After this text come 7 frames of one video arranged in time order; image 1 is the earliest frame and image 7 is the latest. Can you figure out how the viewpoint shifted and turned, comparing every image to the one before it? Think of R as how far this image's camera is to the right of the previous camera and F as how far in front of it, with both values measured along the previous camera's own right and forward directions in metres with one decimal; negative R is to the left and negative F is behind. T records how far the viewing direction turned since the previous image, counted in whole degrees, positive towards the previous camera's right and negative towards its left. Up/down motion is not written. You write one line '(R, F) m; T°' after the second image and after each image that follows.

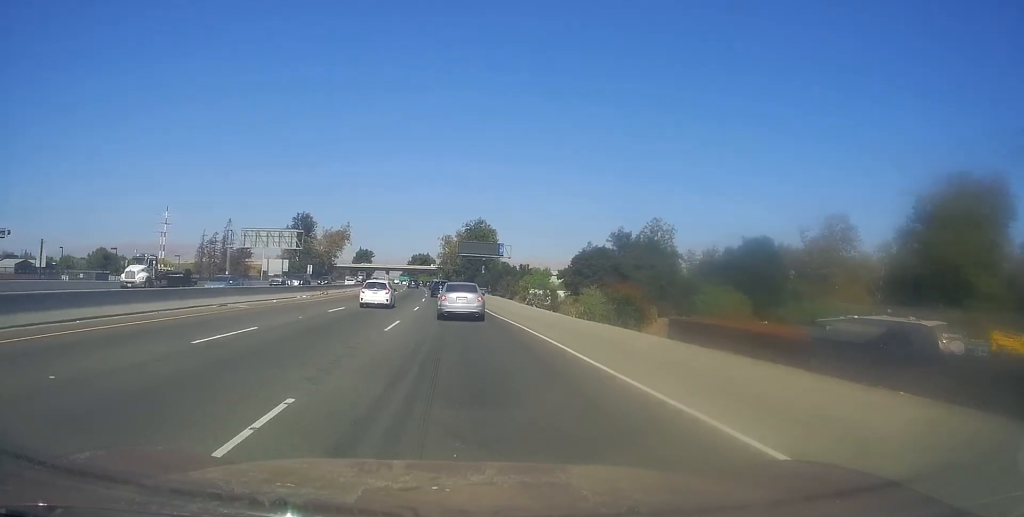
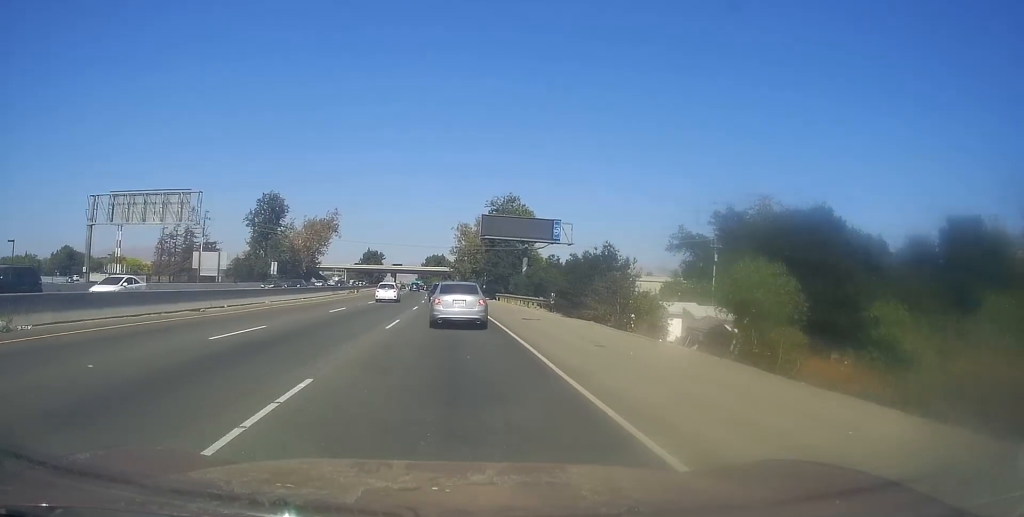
(-1.2, +43.2) m; -3°
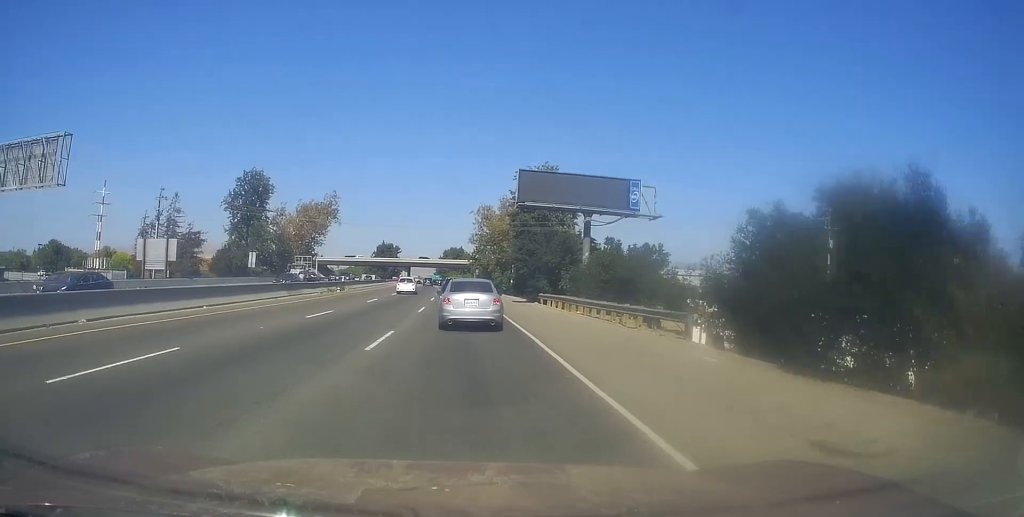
(0.0, +22.0) m; 0°
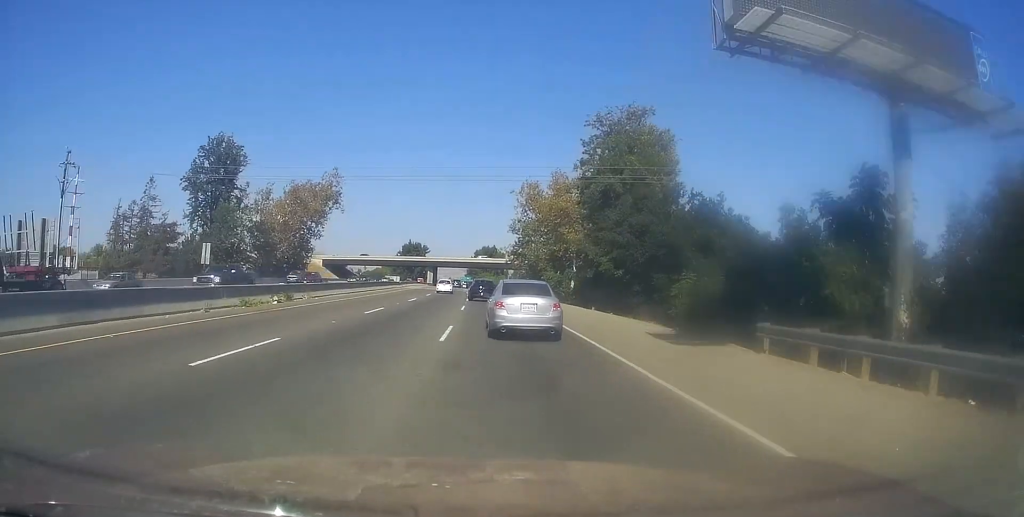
(-0.1, +27.4) m; -1°
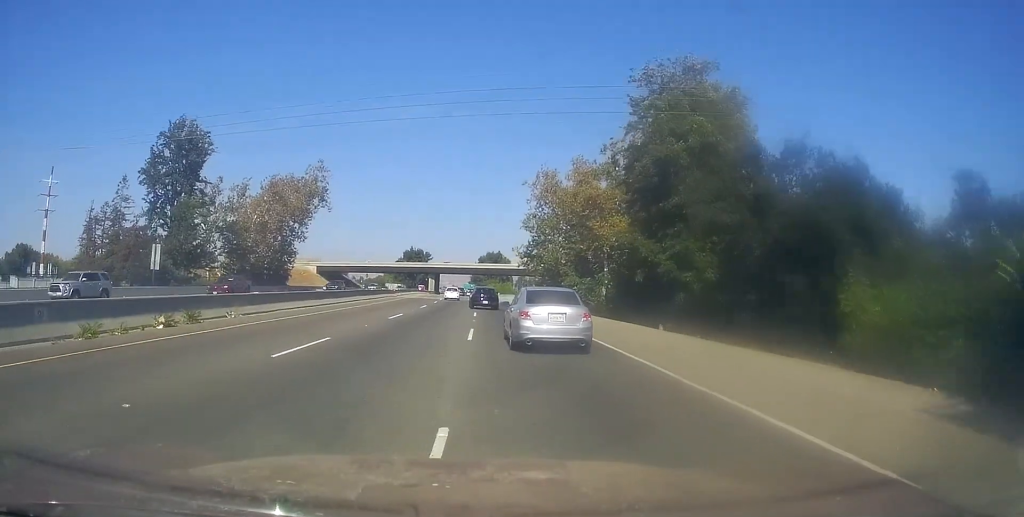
(-0.1, +12.2) m; -1°
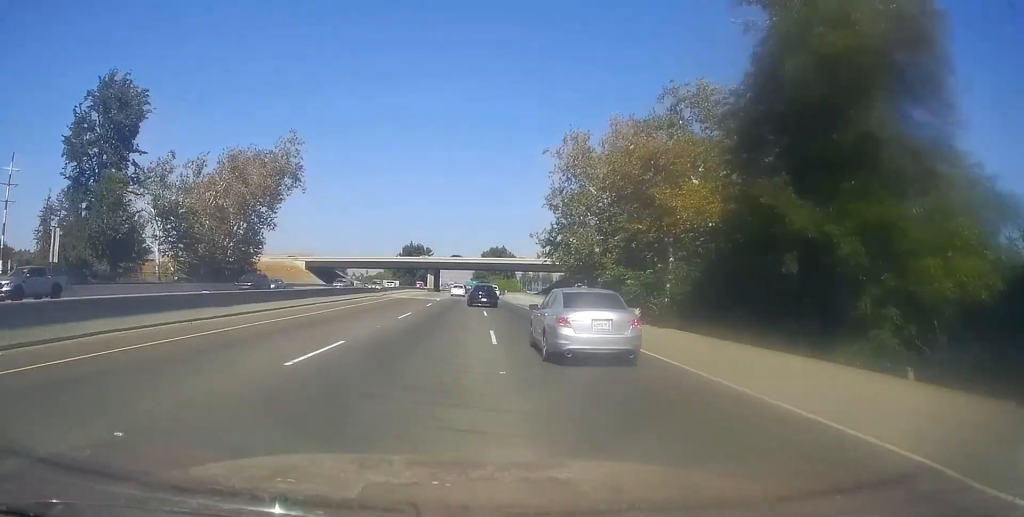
(-0.3, +15.4) m; -1°
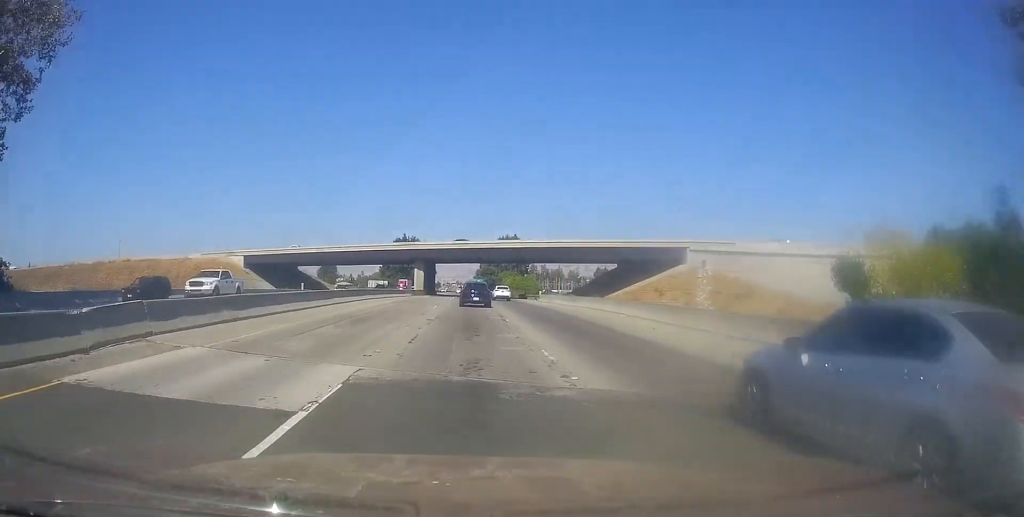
(-0.6, +45.4) m; -2°
